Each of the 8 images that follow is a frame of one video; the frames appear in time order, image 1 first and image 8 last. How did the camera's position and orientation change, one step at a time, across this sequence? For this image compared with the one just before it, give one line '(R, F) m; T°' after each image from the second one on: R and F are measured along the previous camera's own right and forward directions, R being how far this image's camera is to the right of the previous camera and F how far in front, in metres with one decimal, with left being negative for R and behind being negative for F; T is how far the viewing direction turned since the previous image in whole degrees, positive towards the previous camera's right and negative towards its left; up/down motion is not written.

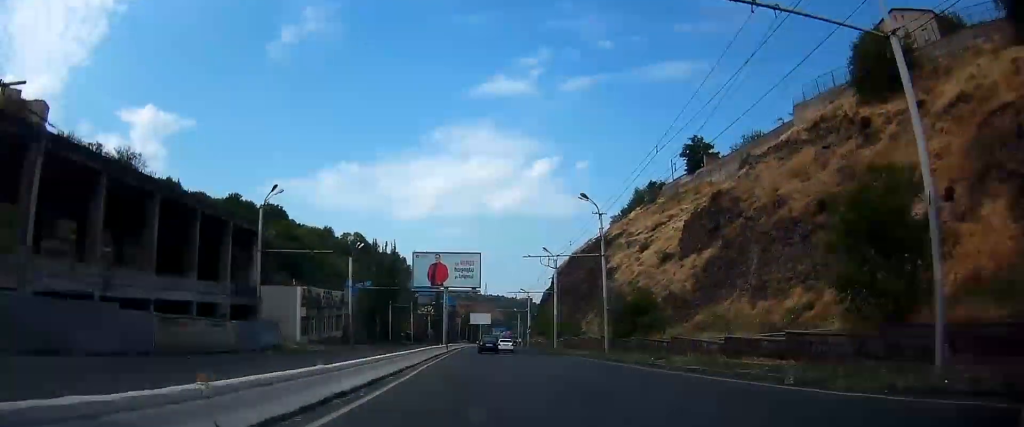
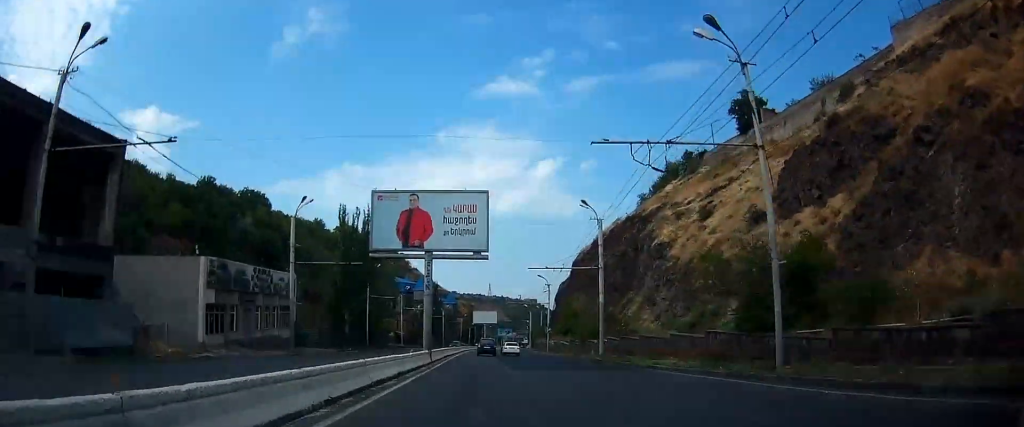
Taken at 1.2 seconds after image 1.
(-0.2, +22.8) m; -1°
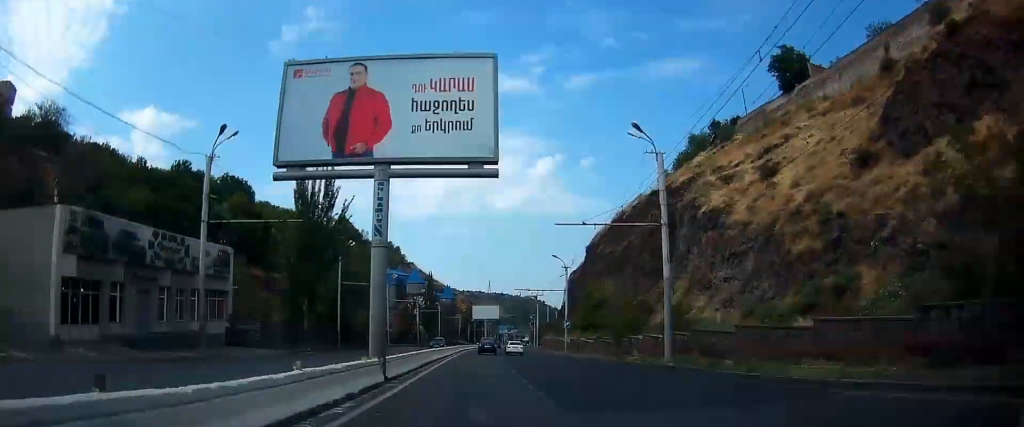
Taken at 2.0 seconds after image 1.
(-0.2, +15.3) m; 0°
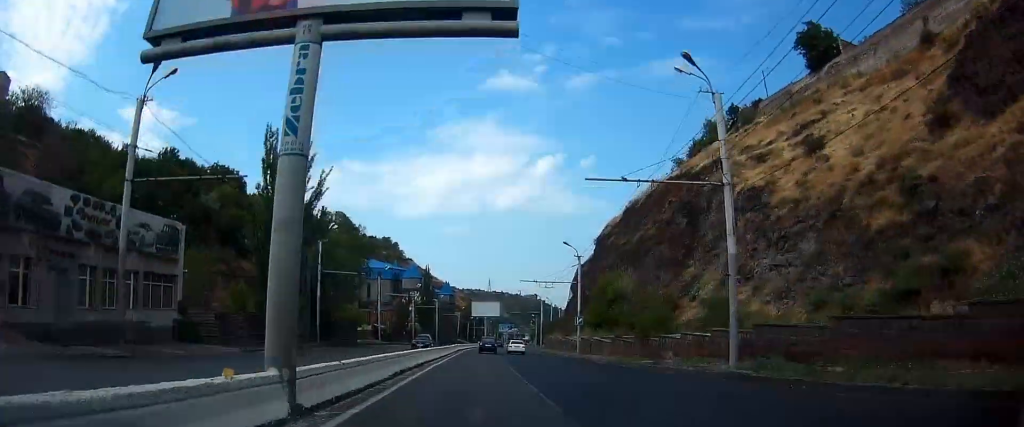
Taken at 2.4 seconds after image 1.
(+0.1, +7.6) m; 0°
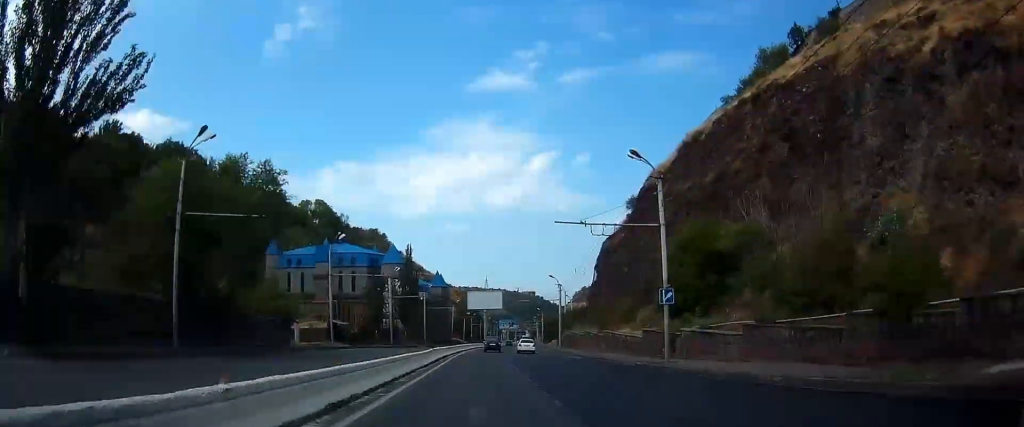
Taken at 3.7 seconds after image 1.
(+0.2, +24.8) m; +1°
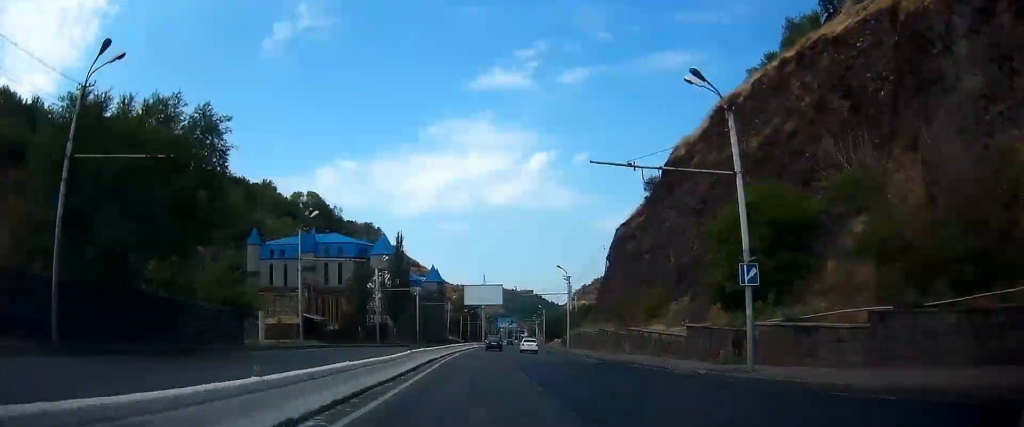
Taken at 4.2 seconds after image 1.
(0.0, +8.9) m; 0°
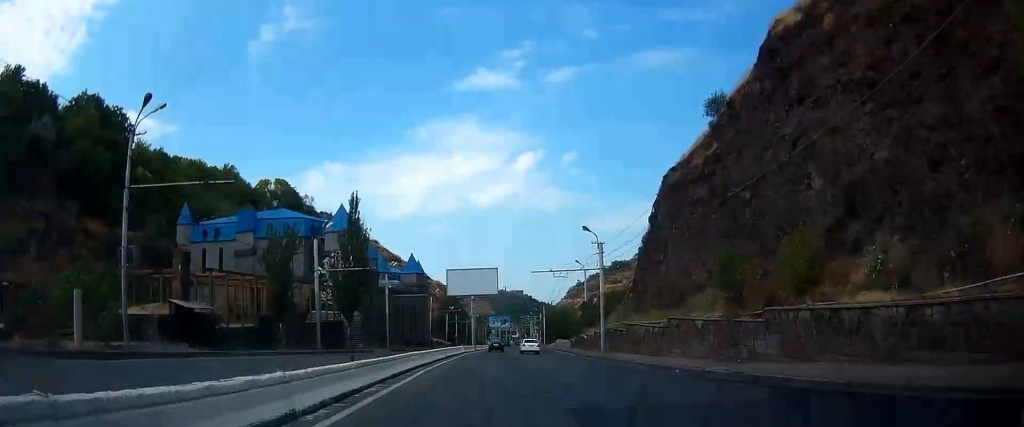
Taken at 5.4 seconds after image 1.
(-0.2, +23.2) m; -1°
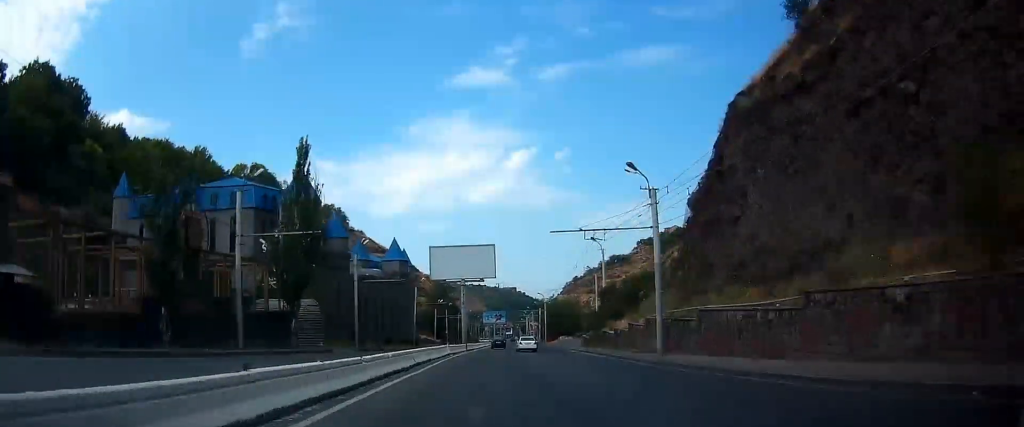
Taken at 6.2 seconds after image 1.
(-0.1, +15.5) m; 0°
